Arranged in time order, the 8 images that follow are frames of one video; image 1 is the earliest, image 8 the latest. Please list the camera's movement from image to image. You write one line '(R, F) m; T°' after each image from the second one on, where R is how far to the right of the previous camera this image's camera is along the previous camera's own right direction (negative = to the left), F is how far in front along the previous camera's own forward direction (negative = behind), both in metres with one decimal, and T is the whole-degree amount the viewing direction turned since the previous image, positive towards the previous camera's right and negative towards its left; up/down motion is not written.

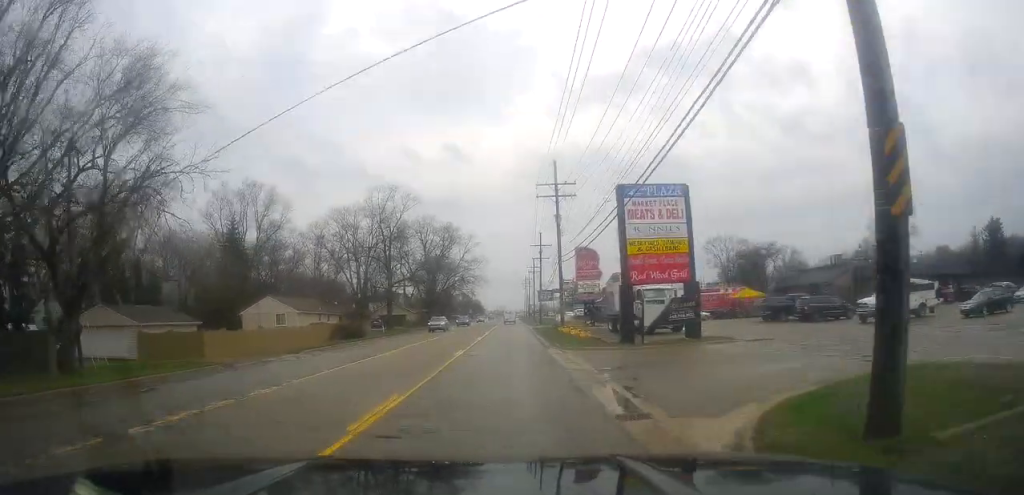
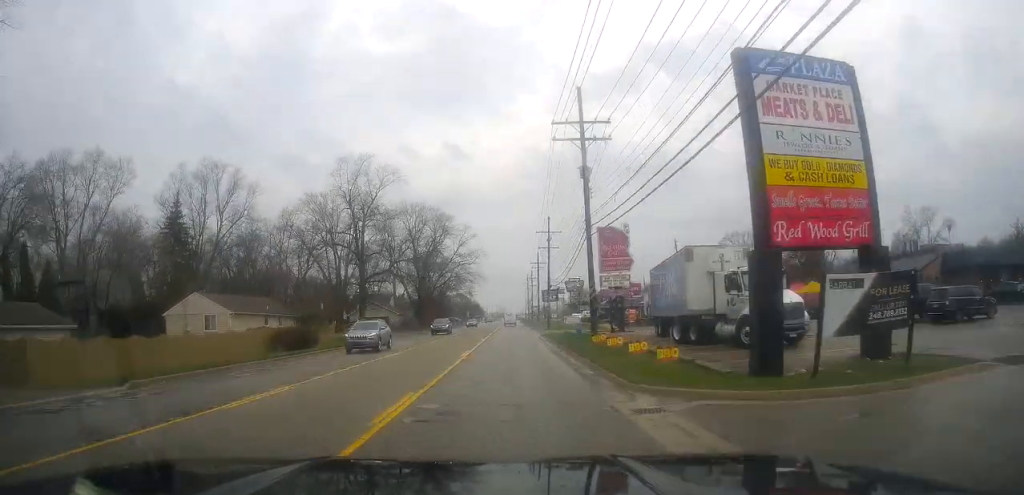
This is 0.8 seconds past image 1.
(0.0, +15.2) m; 0°
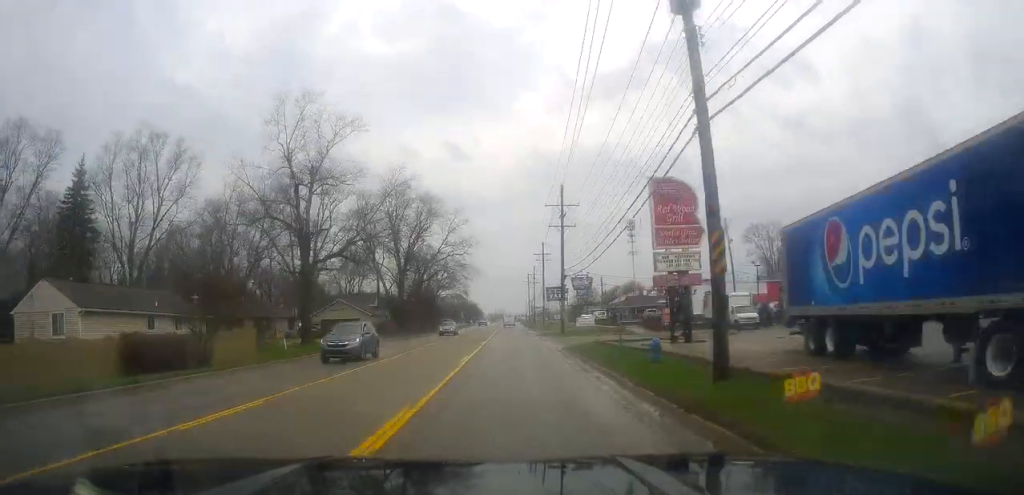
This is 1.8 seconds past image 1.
(0.0, +17.6) m; 0°
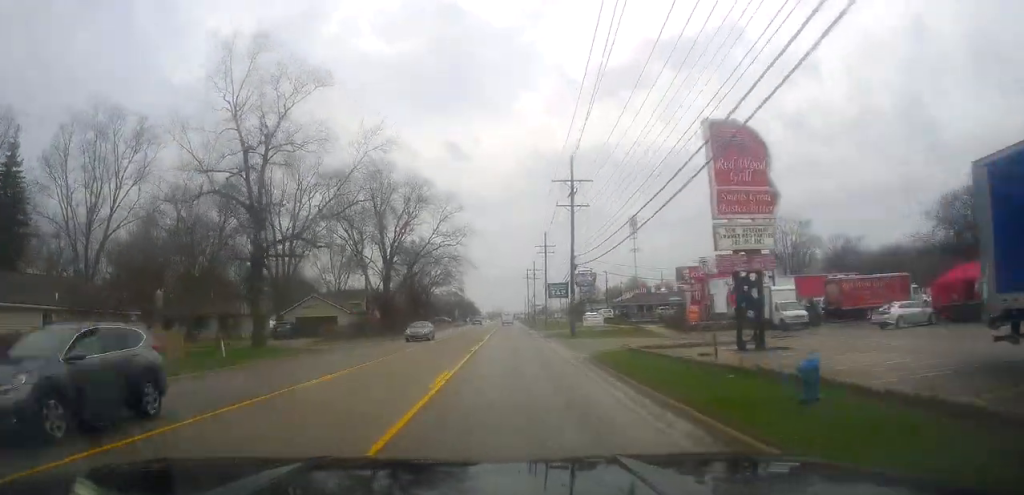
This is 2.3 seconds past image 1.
(0.0, +9.0) m; 0°
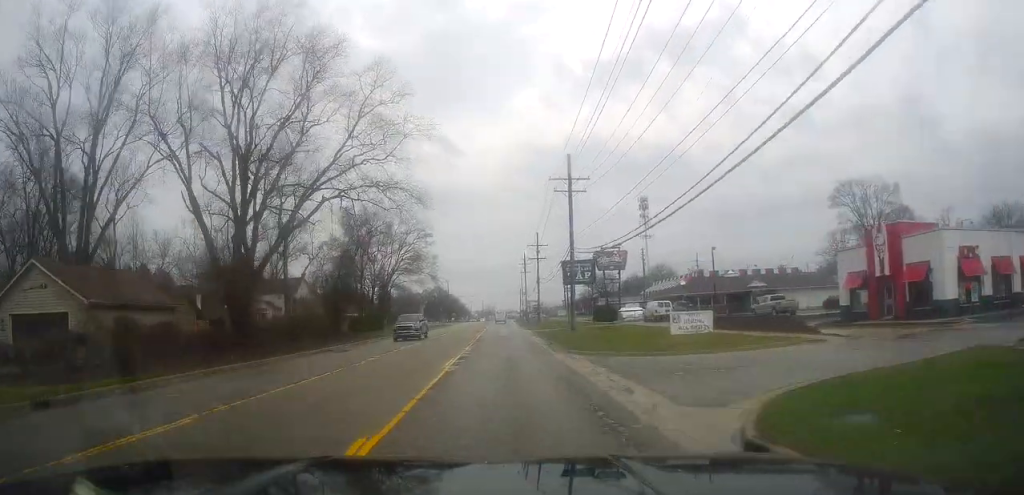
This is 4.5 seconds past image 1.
(+0.1, +41.1) m; 0°
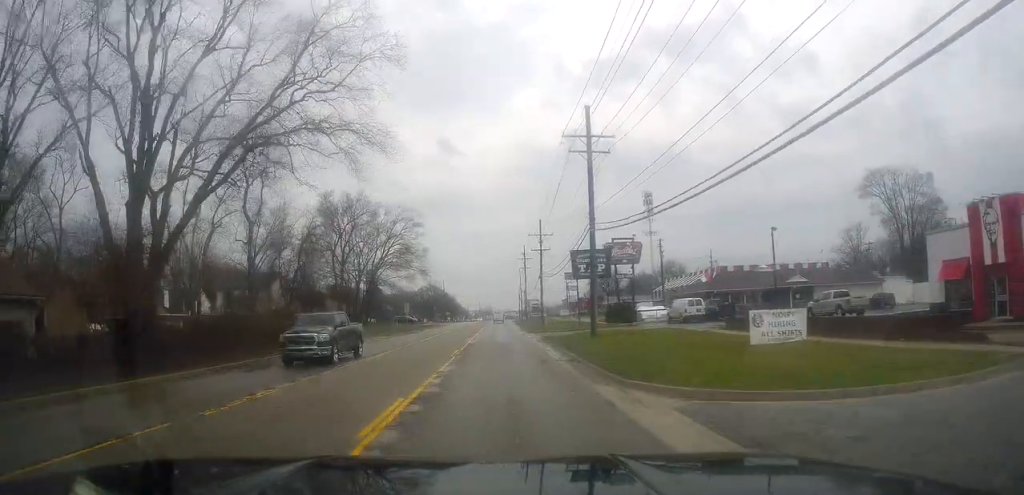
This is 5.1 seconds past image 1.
(0.0, +11.0) m; 0°
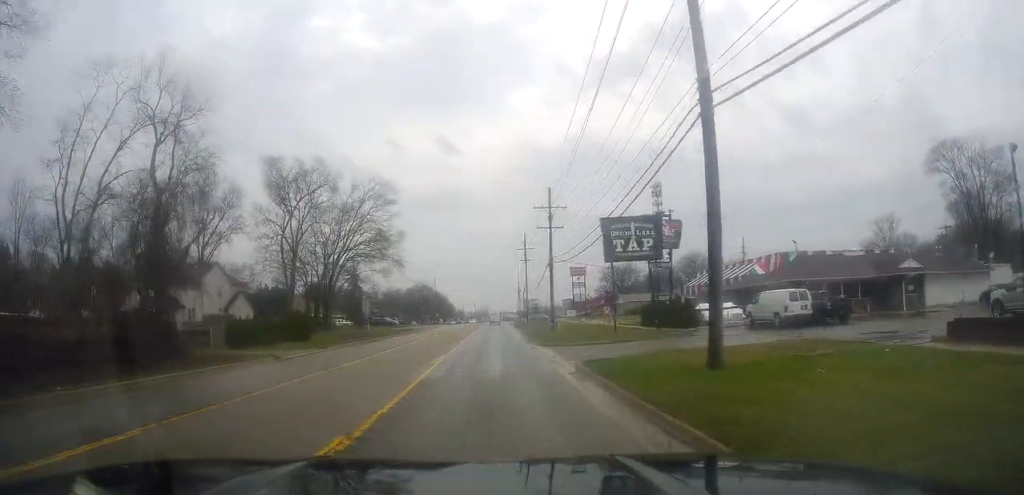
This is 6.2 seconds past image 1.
(0.0, +19.8) m; +1°
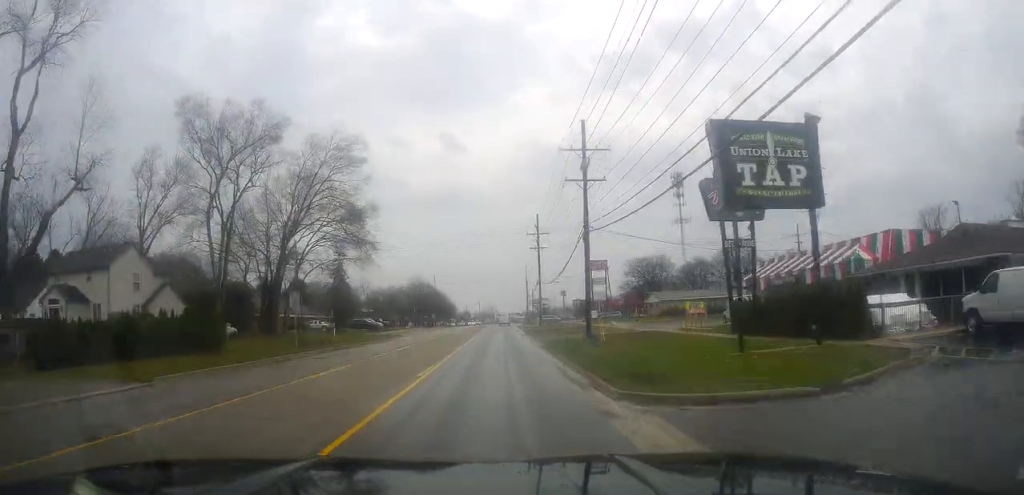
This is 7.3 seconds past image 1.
(+0.3, +19.4) m; +1°
